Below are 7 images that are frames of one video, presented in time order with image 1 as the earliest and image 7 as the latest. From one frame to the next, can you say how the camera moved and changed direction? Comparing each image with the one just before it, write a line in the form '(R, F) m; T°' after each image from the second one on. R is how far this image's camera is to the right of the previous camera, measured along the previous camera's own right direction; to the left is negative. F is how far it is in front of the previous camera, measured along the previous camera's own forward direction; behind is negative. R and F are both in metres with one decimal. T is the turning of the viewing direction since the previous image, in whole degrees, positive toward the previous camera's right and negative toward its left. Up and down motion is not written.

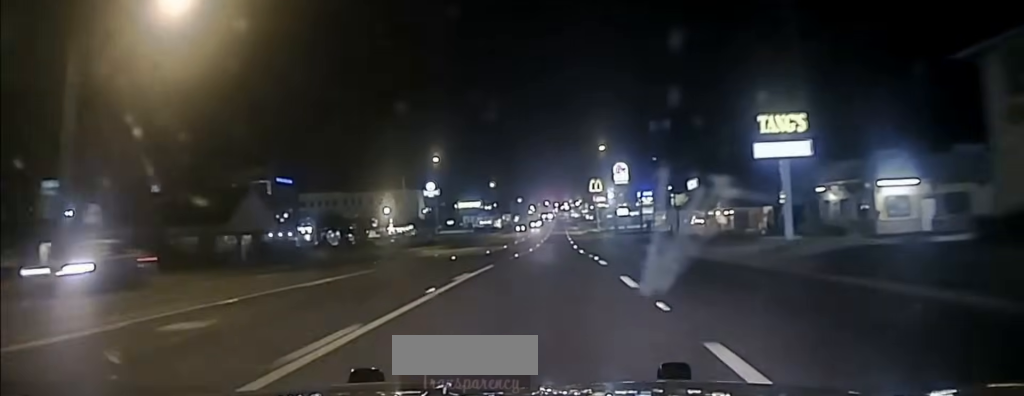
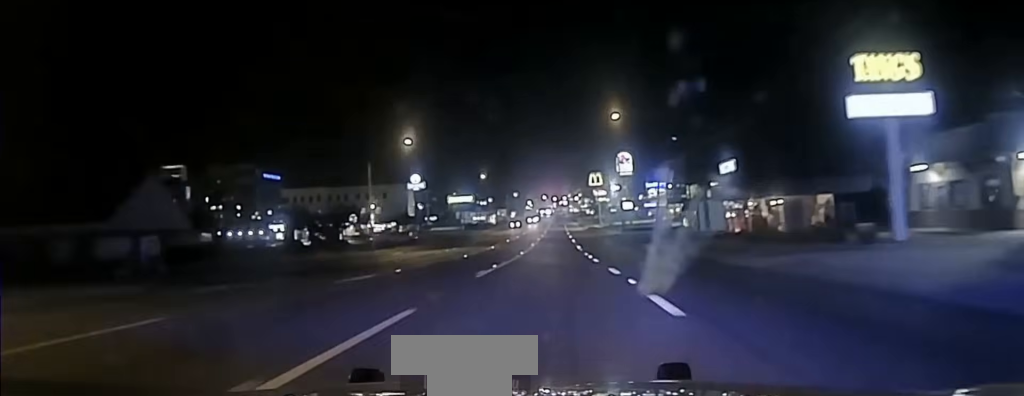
(0.0, +13.5) m; 0°
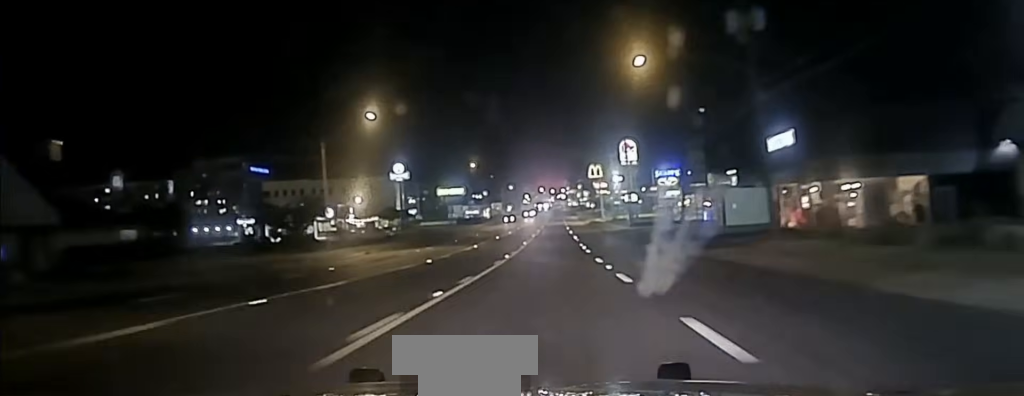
(0.0, +14.7) m; 0°
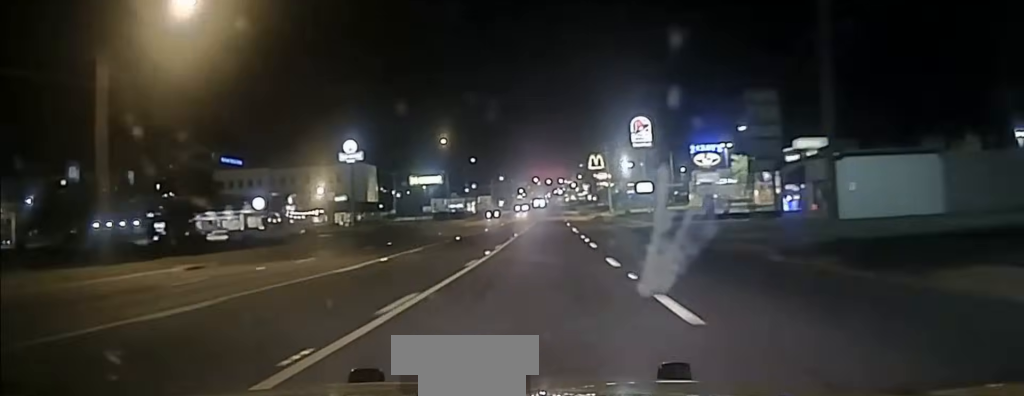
(+0.3, +32.5) m; +1°
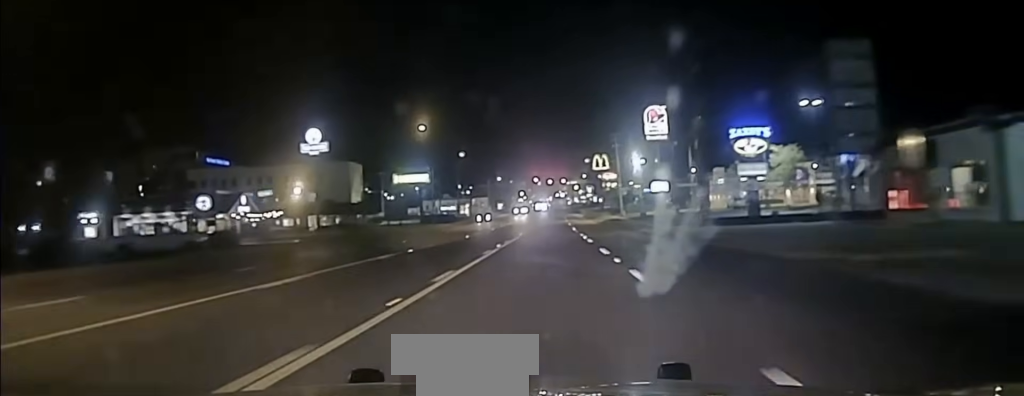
(0.0, +19.9) m; 0°
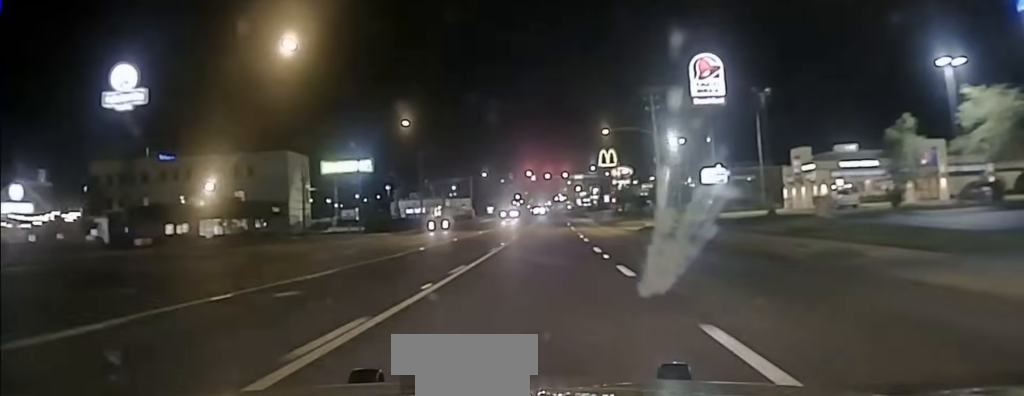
(-0.3, +51.3) m; 0°
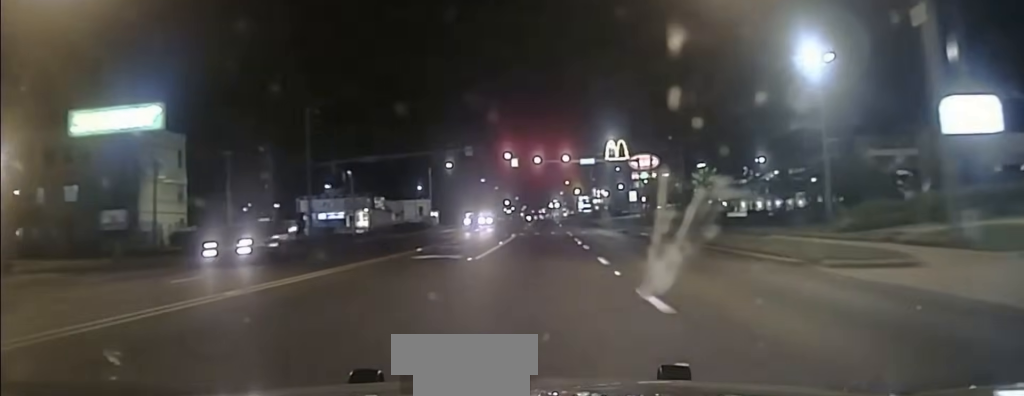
(+0.1, +58.5) m; 0°
